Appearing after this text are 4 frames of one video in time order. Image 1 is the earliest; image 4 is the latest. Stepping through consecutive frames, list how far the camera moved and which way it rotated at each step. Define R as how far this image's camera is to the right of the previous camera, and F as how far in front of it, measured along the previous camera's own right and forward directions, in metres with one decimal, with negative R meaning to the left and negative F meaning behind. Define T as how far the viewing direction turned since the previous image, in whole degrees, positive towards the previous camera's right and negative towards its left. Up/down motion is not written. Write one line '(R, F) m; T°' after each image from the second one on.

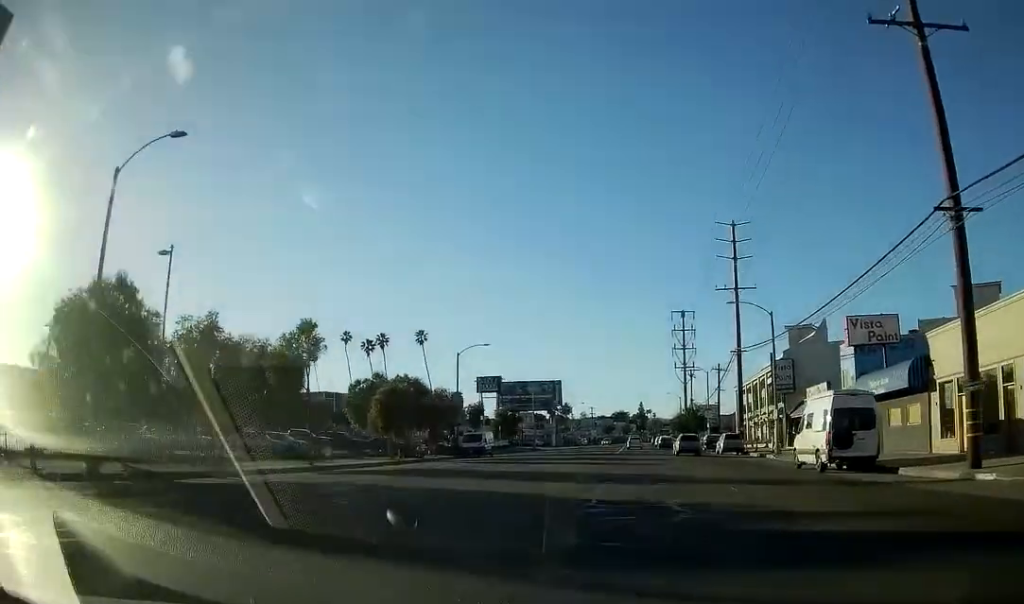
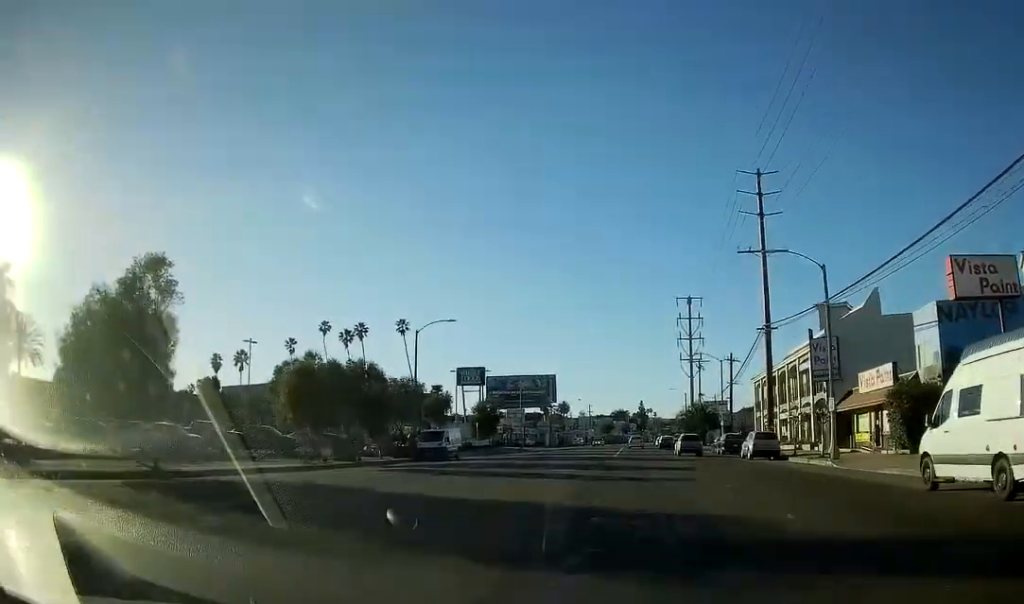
(0.0, +13.6) m; 0°
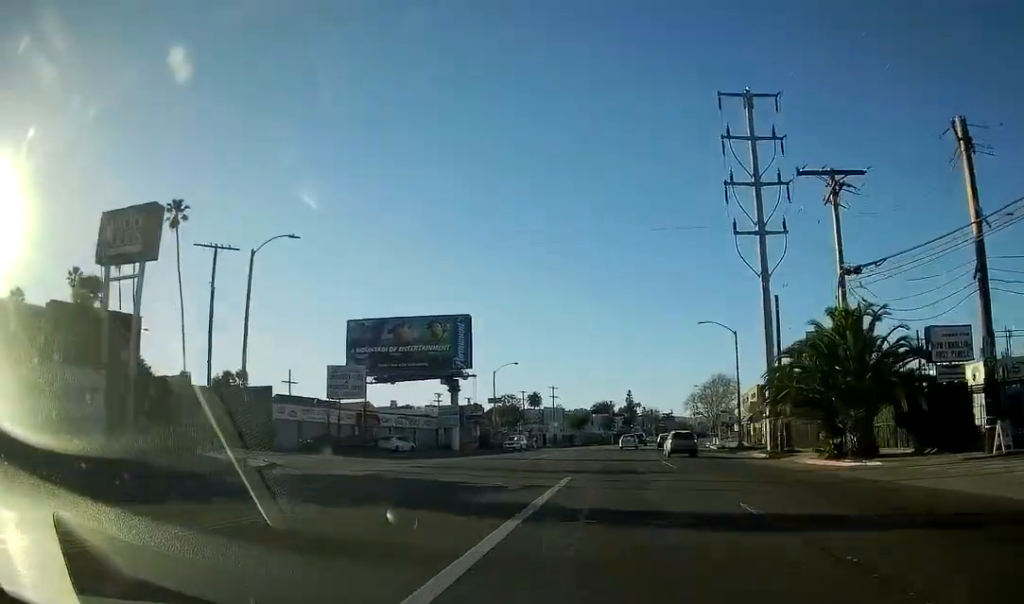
(+1.7, +74.7) m; +2°
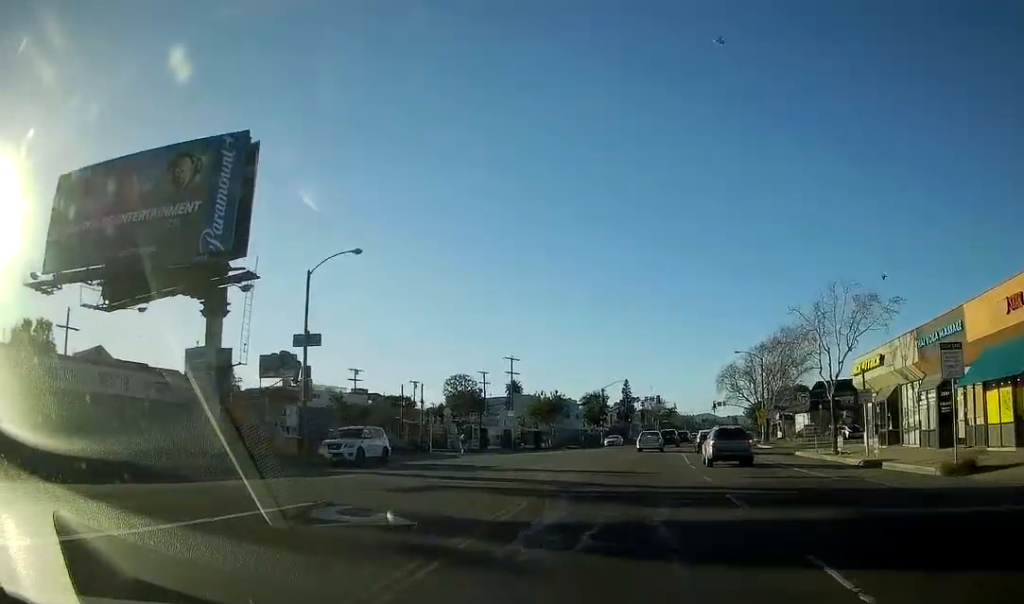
(-1.1, +52.8) m; 0°
